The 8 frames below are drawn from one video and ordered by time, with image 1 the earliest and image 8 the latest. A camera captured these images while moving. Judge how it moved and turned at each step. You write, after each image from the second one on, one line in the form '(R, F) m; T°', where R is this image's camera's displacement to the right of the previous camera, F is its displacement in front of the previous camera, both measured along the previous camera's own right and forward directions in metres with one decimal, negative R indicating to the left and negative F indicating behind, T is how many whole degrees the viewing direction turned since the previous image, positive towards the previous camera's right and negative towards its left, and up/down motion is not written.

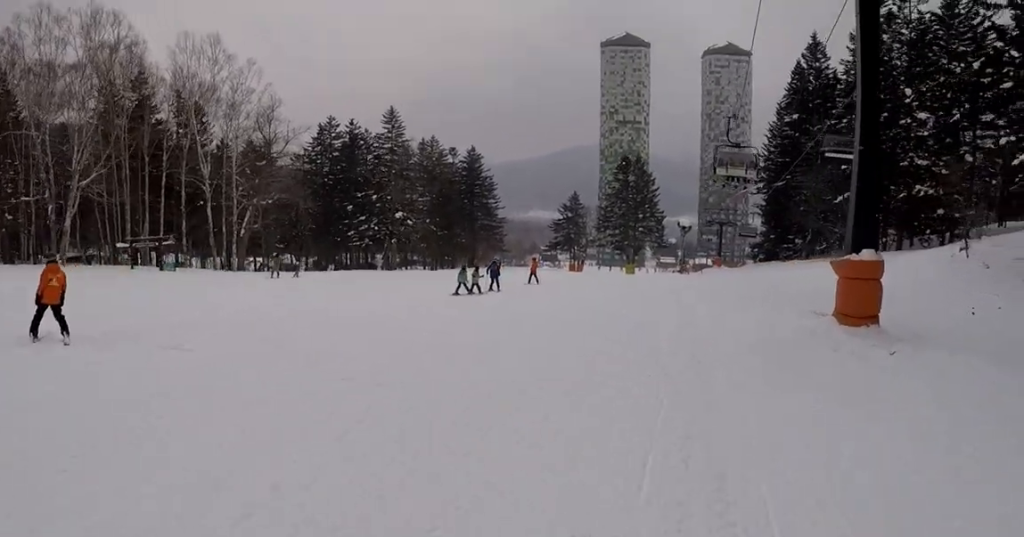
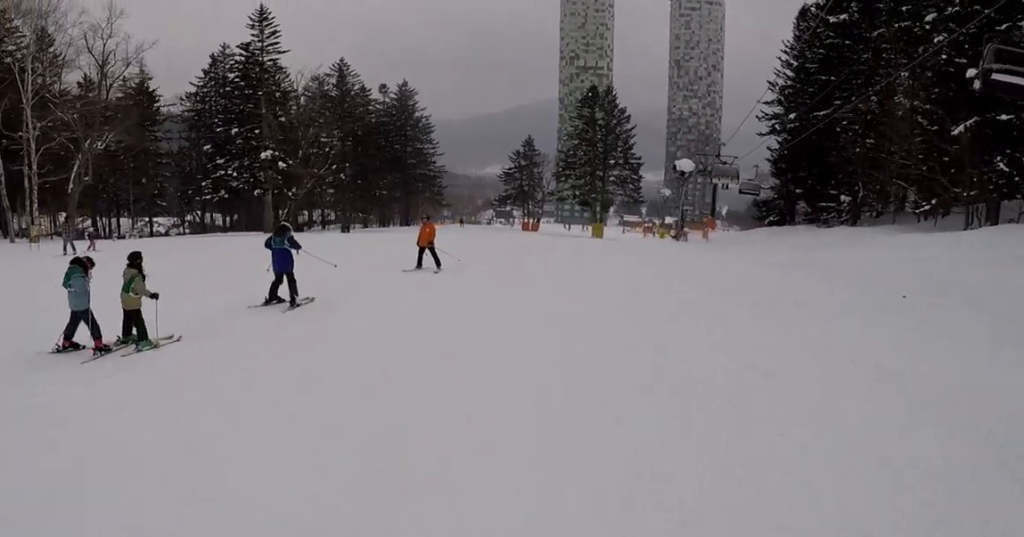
(+1.6, +20.7) m; +8°
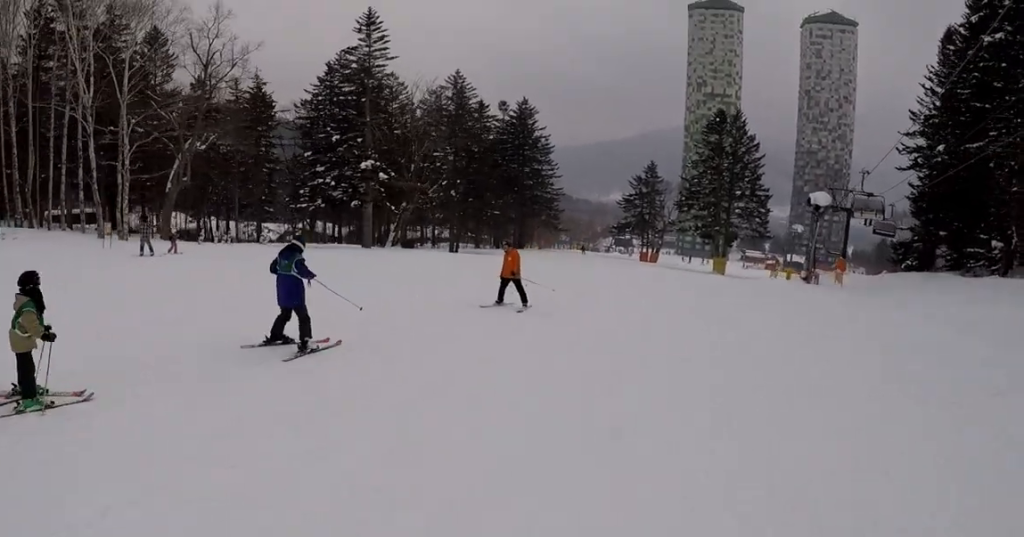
(+0.5, +3.6) m; -1°
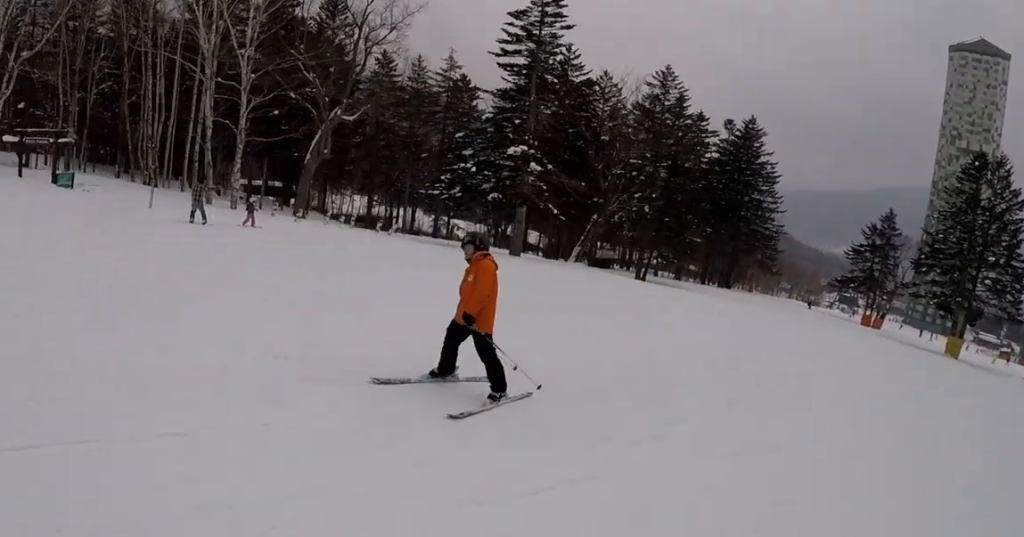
(-1.1, +9.9) m; -7°
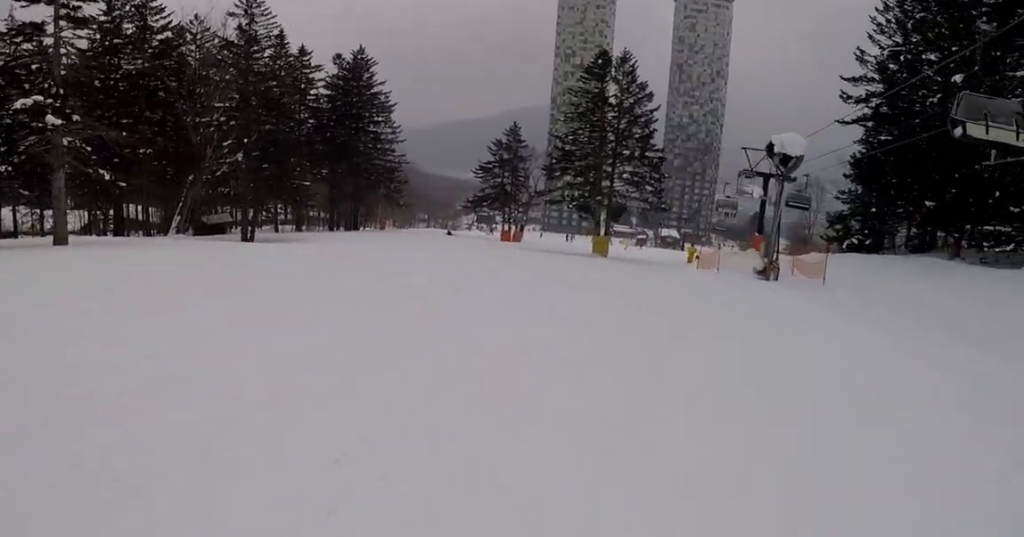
(+0.3, +8.4) m; +8°
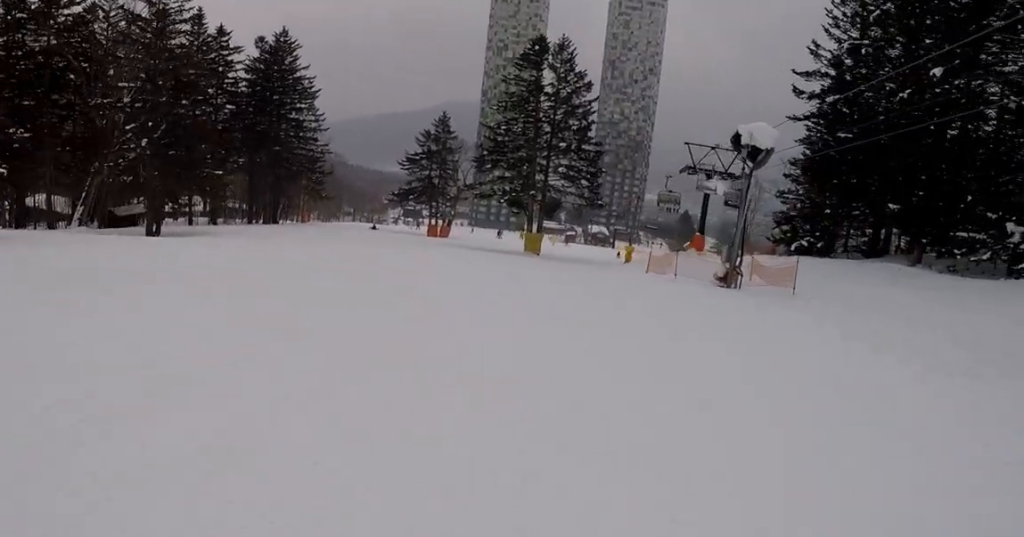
(+0.4, +3.6) m; +3°
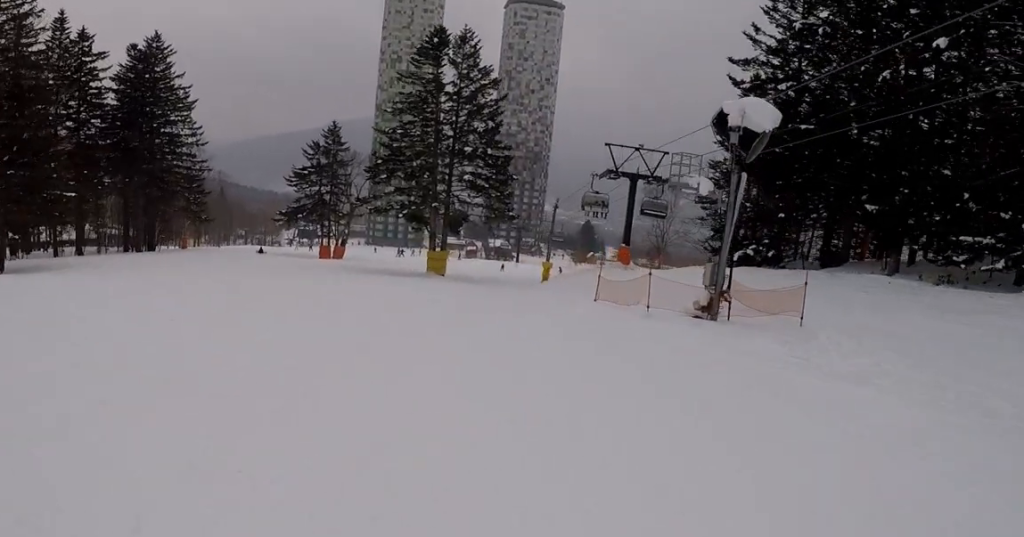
(+0.4, +6.7) m; +4°
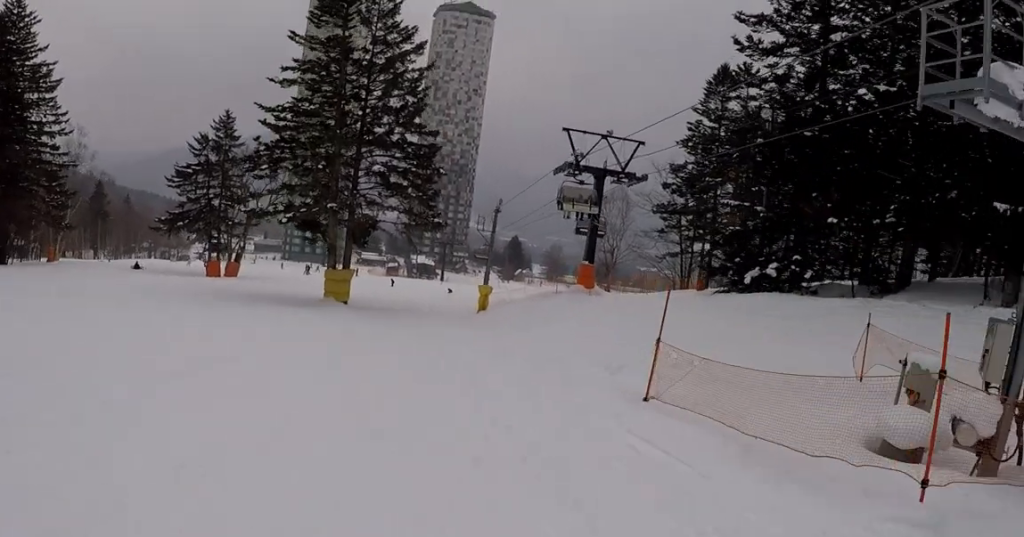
(0.0, +12.9) m; 0°
